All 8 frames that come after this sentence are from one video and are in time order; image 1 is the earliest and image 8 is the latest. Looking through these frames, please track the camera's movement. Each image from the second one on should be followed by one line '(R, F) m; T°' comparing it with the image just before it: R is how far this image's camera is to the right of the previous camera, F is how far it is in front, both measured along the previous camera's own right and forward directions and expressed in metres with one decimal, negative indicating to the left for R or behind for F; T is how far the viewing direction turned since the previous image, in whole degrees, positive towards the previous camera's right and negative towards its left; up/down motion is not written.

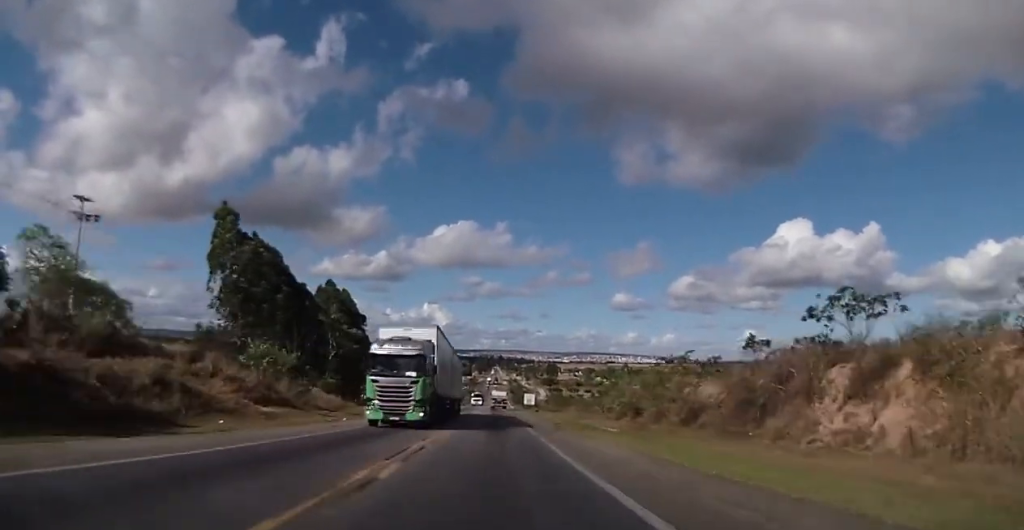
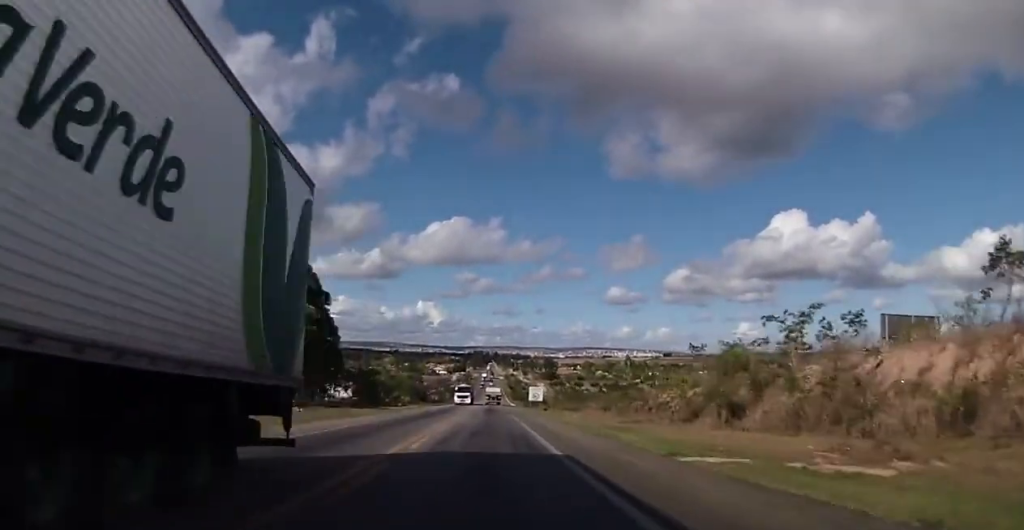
(+0.1, +37.3) m; +1°
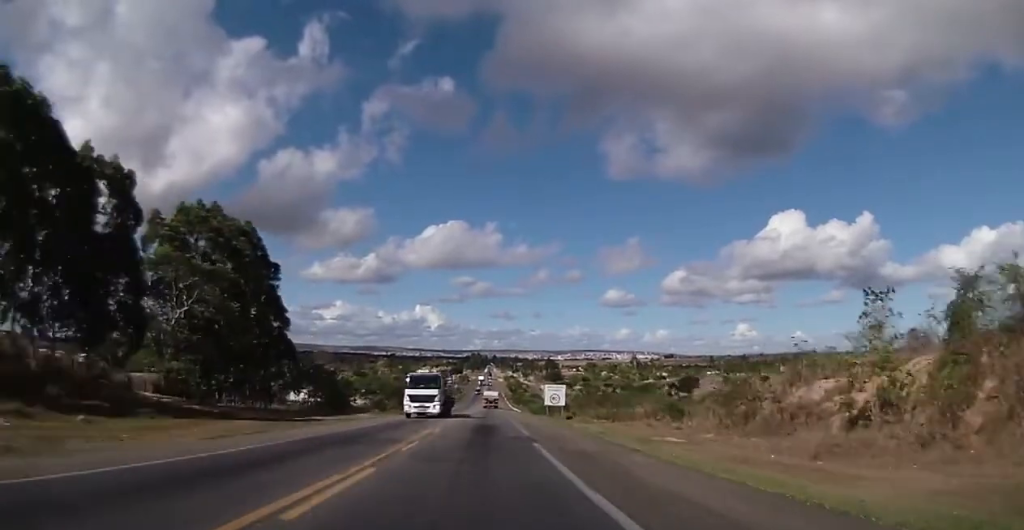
(0.0, +34.9) m; 0°
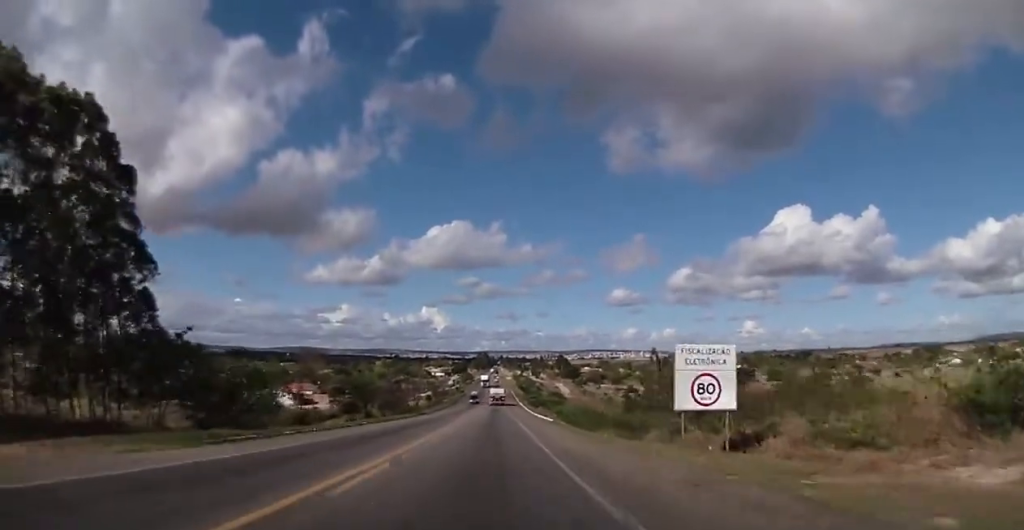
(0.0, +45.3) m; 0°
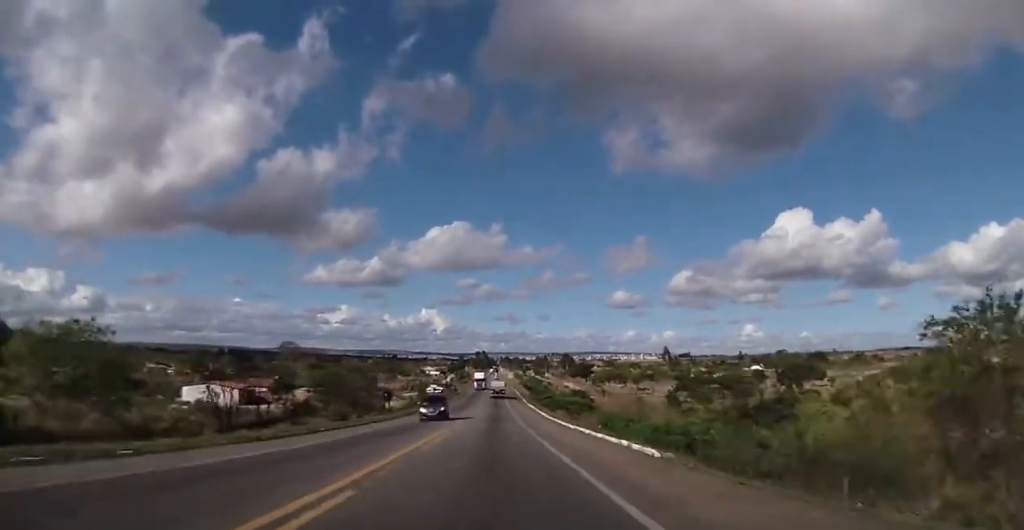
(-0.1, +32.1) m; -1°
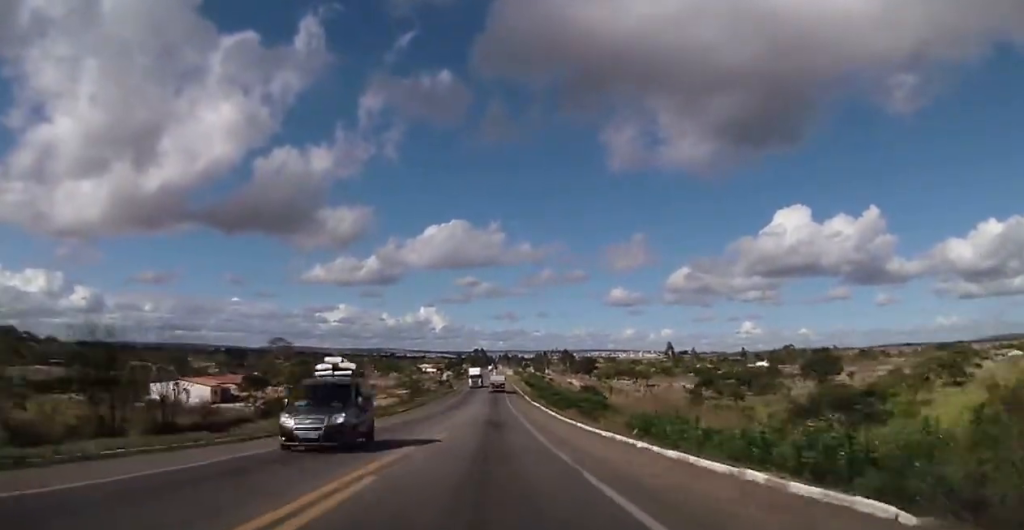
(0.0, +11.8) m; 0°
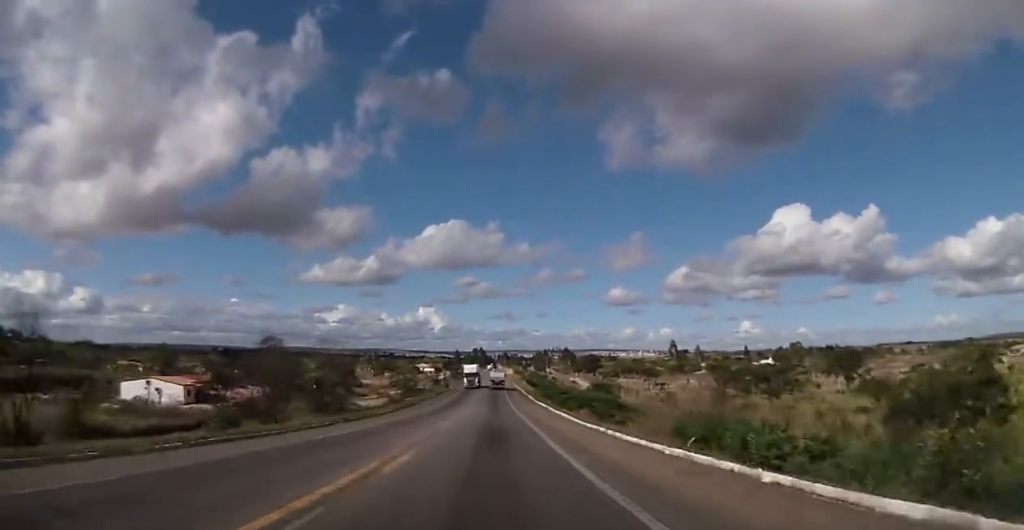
(-0.1, +10.0) m; 0°
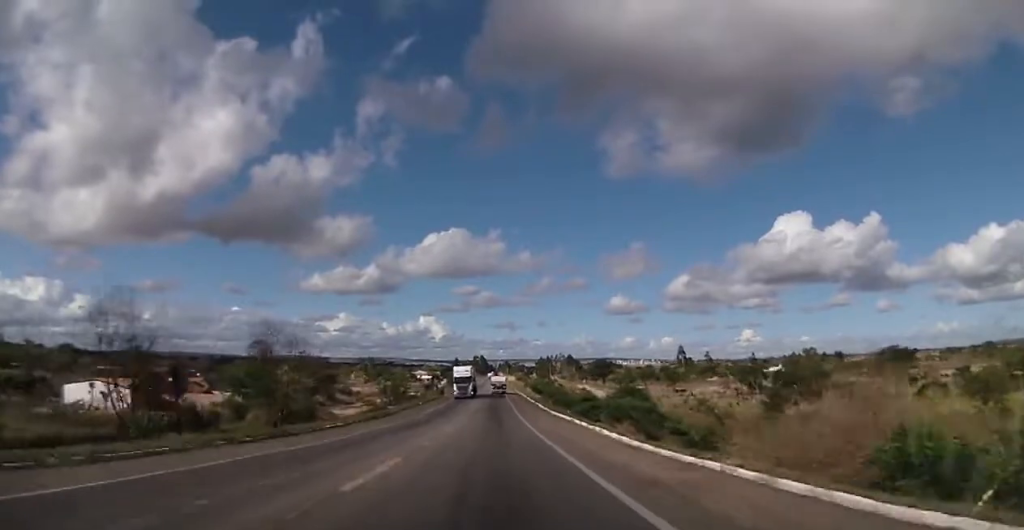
(-0.1, +16.6) m; 0°
